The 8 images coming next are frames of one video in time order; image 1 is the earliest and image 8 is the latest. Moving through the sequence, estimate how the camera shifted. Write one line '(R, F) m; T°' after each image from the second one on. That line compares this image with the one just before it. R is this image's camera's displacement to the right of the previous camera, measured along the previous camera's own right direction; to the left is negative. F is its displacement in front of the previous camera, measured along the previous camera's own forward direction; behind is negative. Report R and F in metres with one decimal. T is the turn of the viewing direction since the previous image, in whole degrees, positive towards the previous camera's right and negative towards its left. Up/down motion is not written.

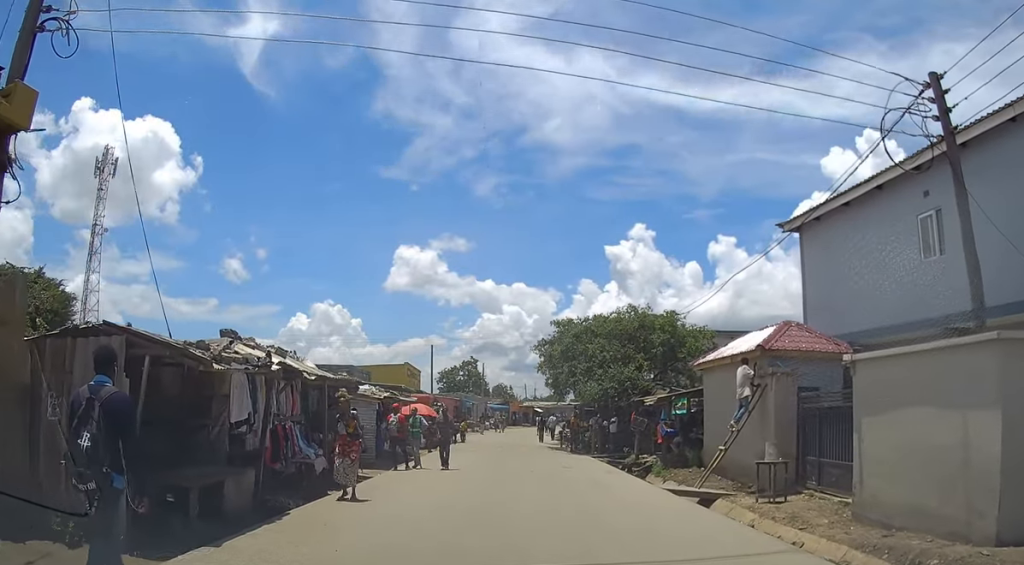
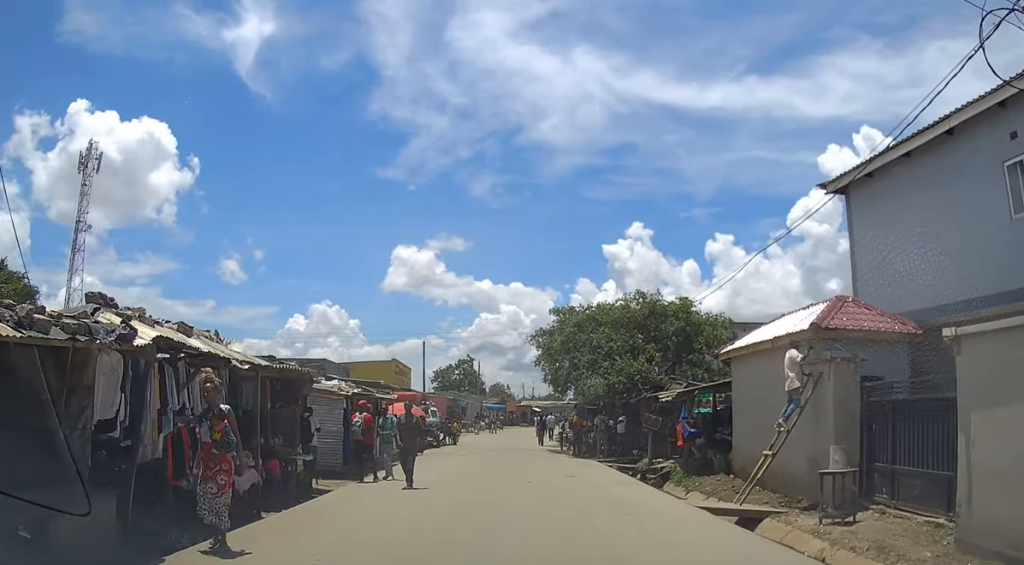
(0.0, +3.4) m; 0°
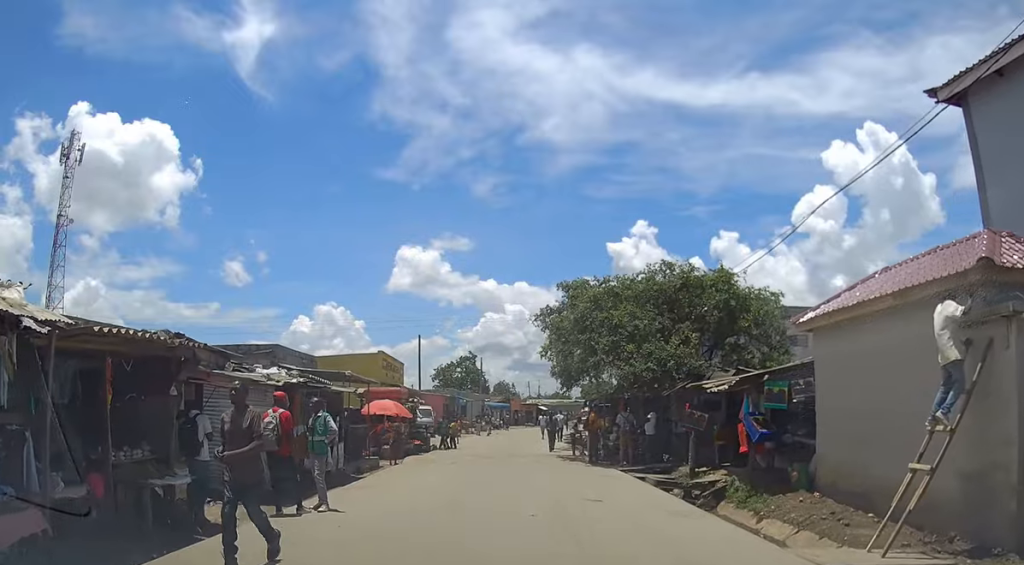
(+0.1, +5.2) m; -1°
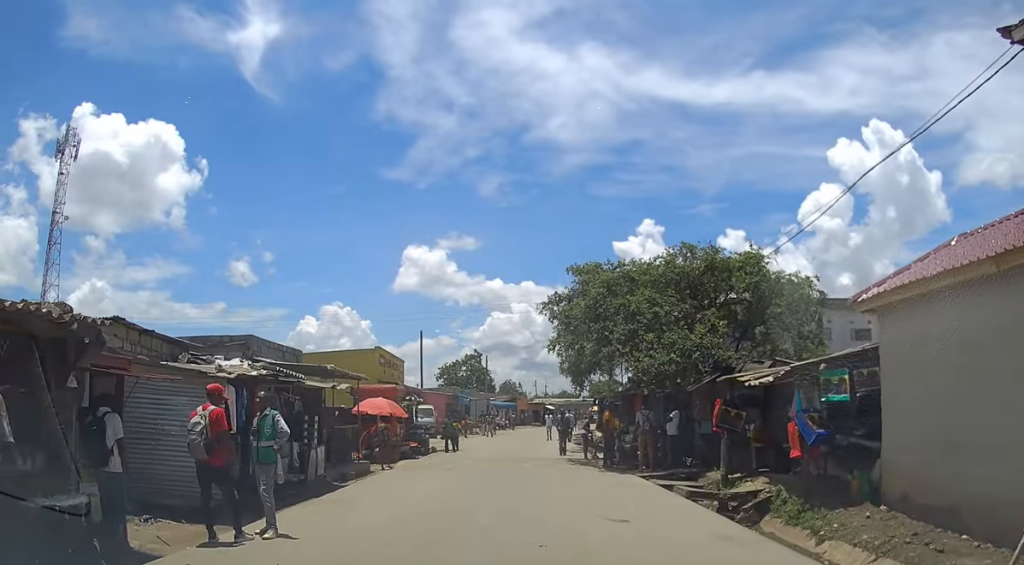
(0.0, +2.4) m; -1°
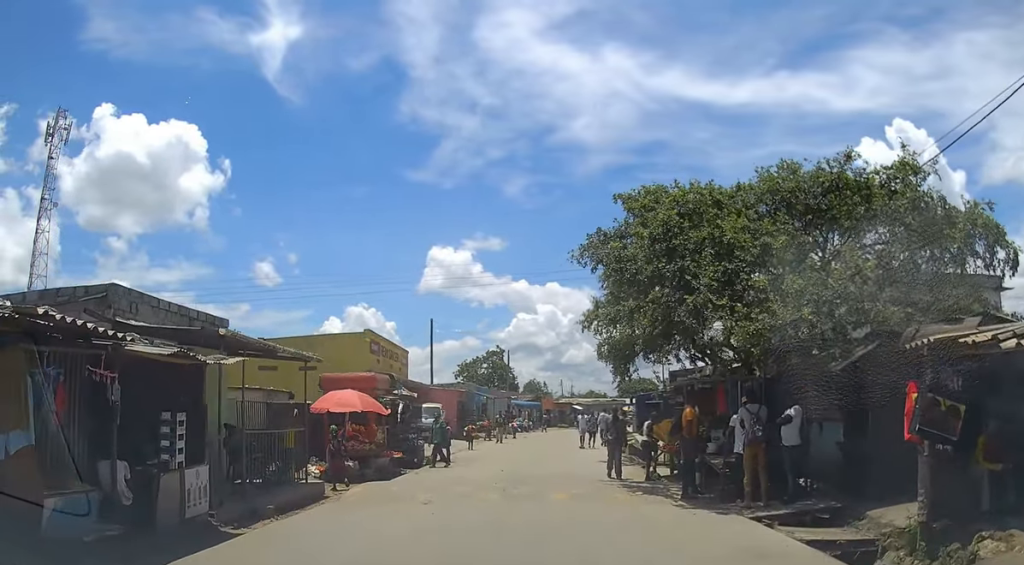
(-0.2, +7.3) m; 0°
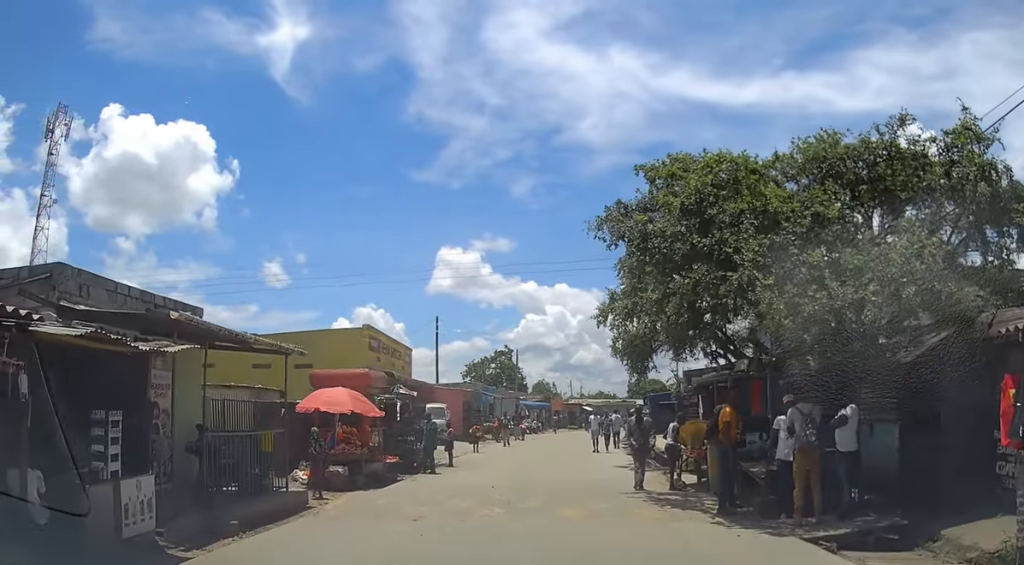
(0.0, +1.8) m; -1°
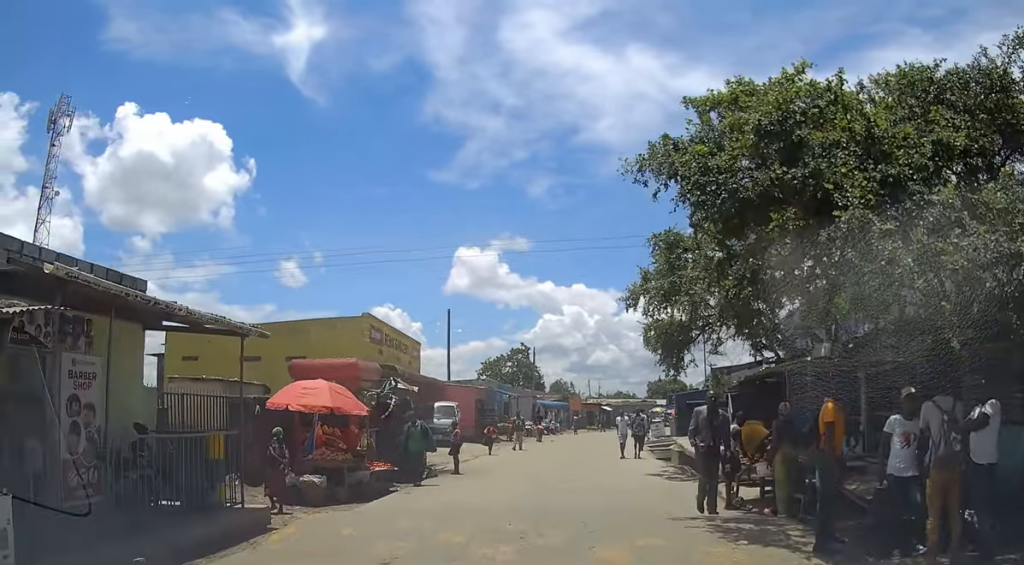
(0.0, +2.9) m; -2°
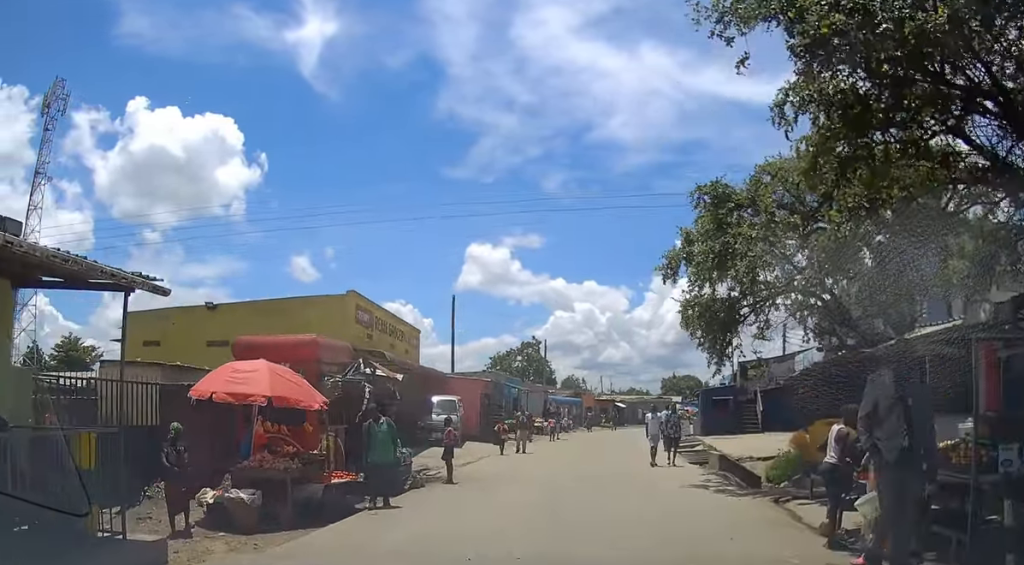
(-0.2, +3.7) m; -2°
